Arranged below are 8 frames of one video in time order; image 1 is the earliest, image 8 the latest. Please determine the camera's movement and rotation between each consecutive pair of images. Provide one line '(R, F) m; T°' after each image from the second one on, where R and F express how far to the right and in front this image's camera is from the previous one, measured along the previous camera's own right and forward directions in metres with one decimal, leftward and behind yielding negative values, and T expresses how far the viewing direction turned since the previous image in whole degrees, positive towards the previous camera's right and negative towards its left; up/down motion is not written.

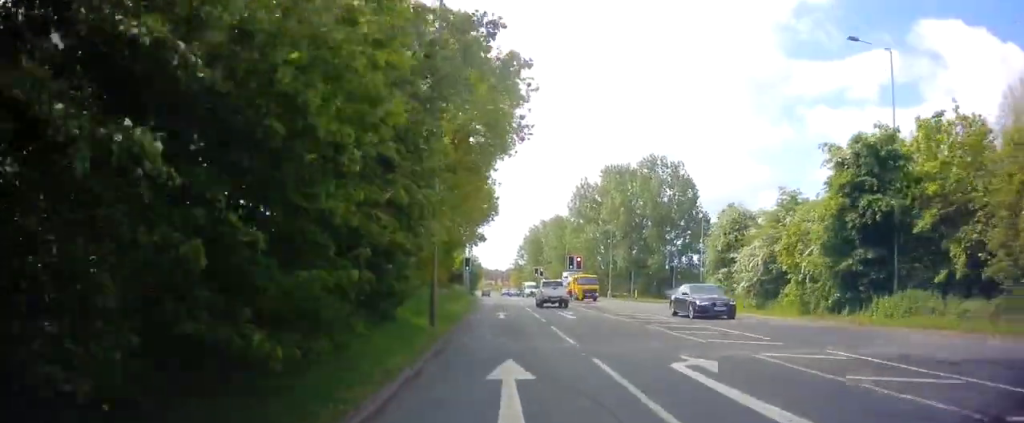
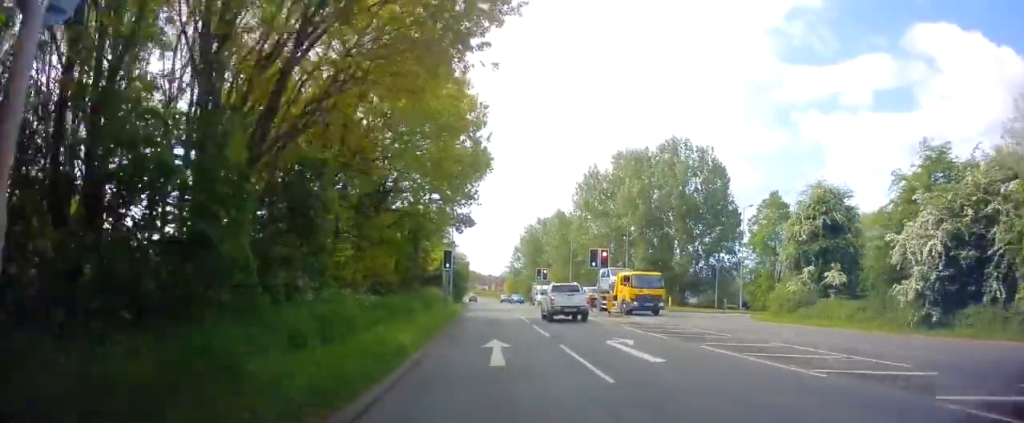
(+0.1, +13.8) m; +1°
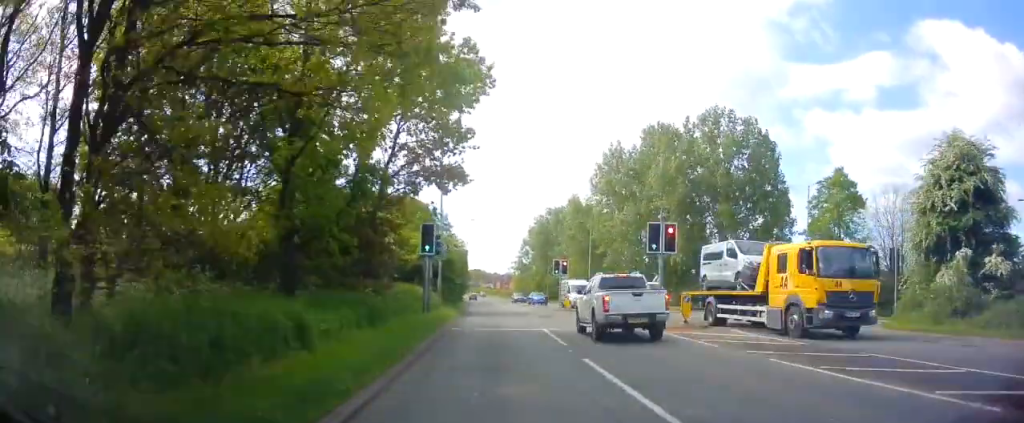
(0.0, +11.7) m; 0°
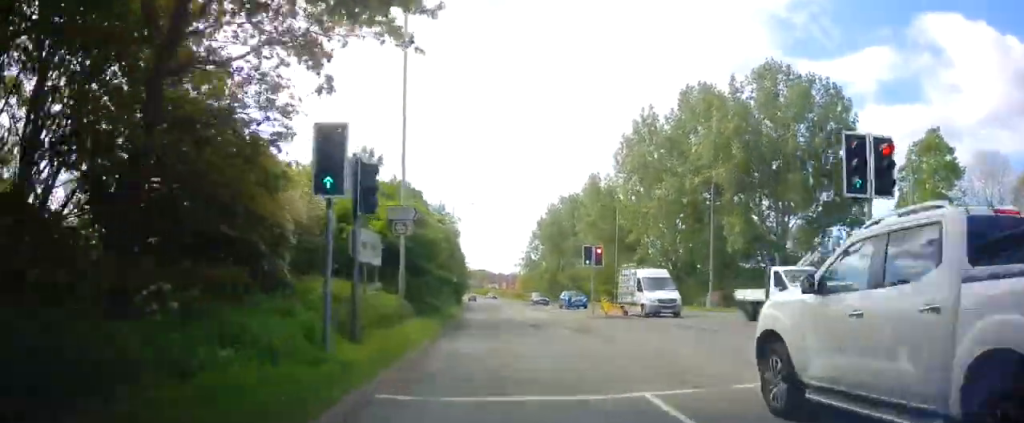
(-0.1, +12.7) m; -1°
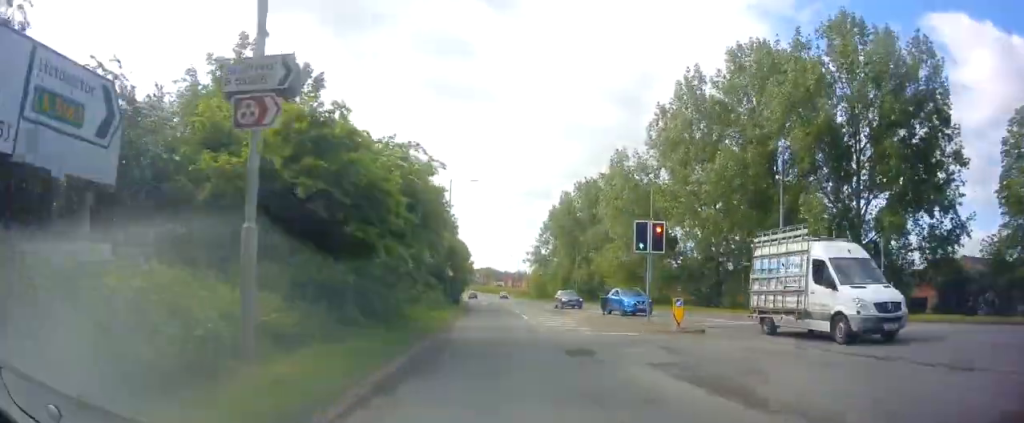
(0.0, +10.6) m; 0°
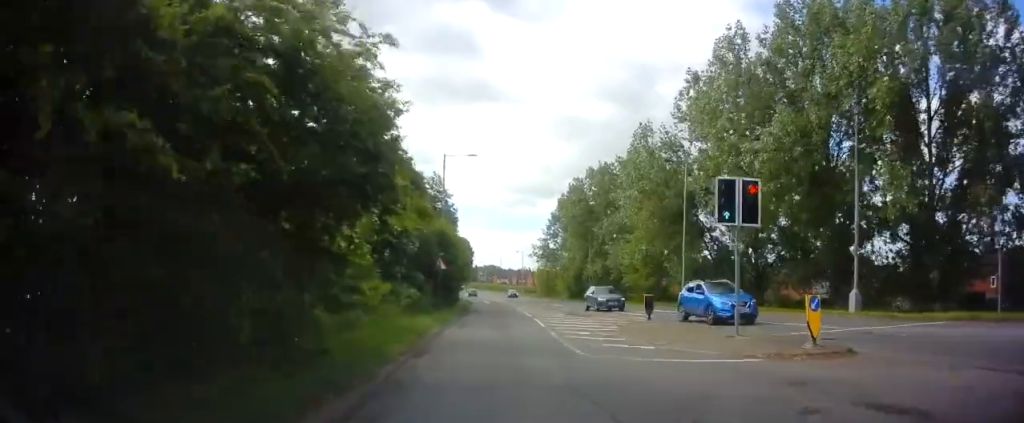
(0.0, +7.8) m; +1°
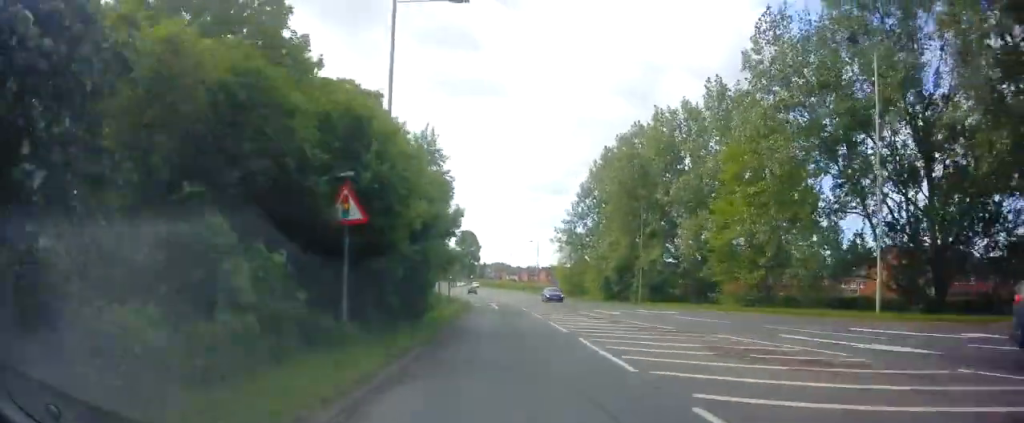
(+0.2, +21.1) m; 0°
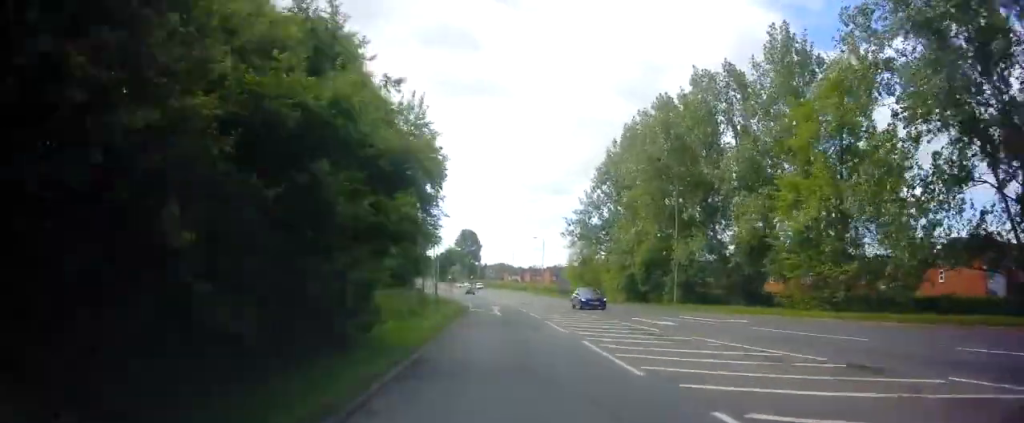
(+0.1, +9.2) m; -1°
